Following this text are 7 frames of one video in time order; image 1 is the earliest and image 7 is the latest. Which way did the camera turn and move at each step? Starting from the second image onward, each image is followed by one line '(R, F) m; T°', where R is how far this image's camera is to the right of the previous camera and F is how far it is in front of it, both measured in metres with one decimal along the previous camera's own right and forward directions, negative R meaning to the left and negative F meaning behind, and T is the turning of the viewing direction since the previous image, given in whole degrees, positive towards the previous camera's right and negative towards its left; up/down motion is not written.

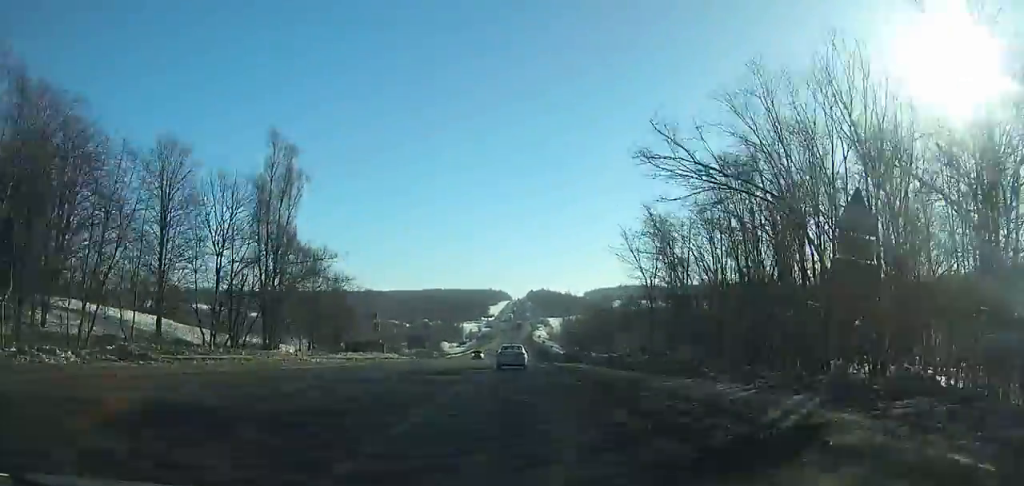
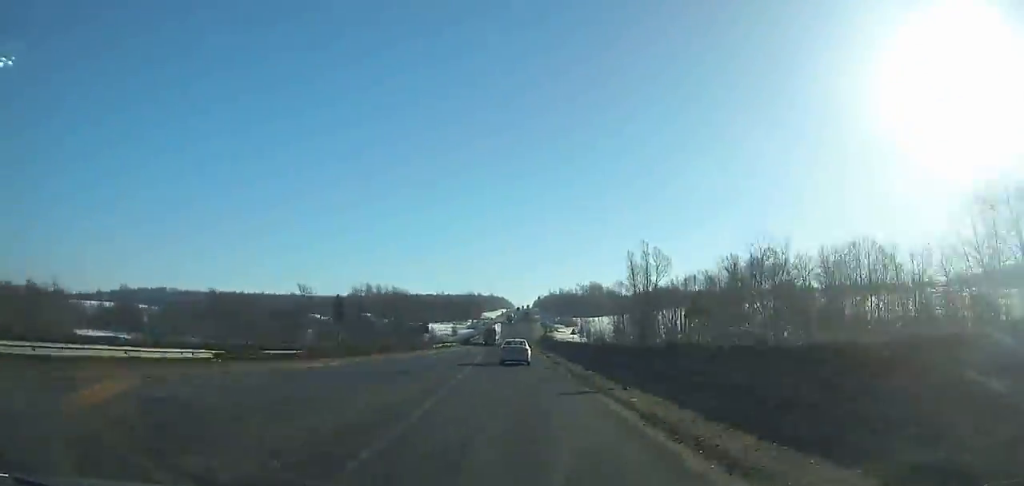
(-0.1, +129.5) m; 0°
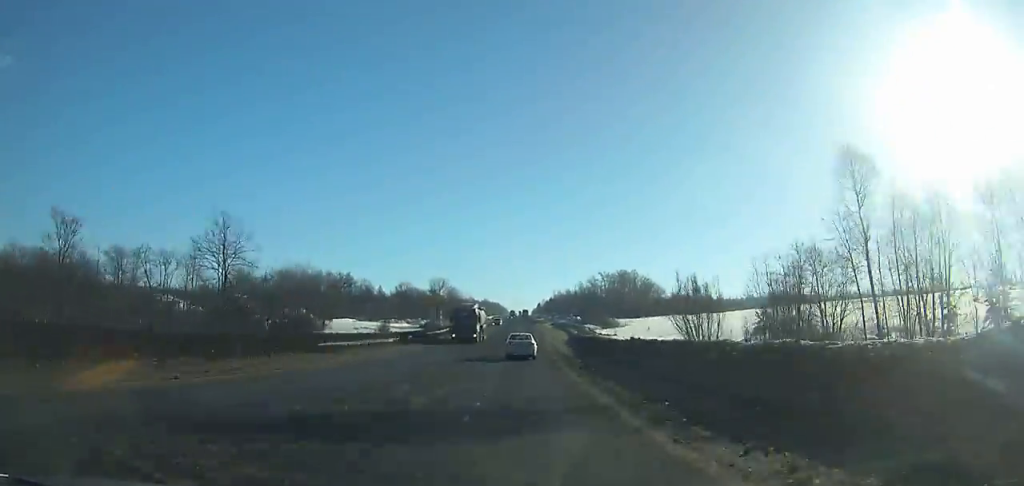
(+0.2, +87.9) m; 0°
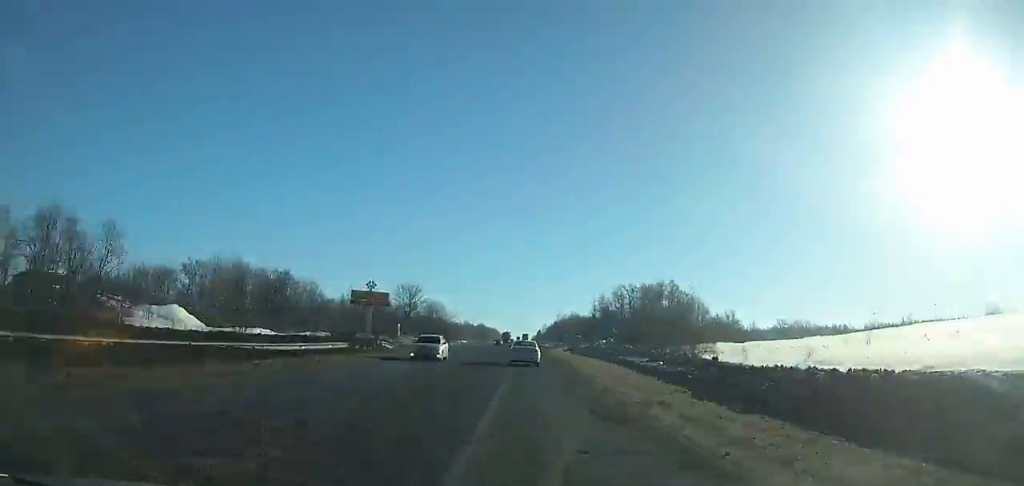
(+0.1, +48.0) m; 0°
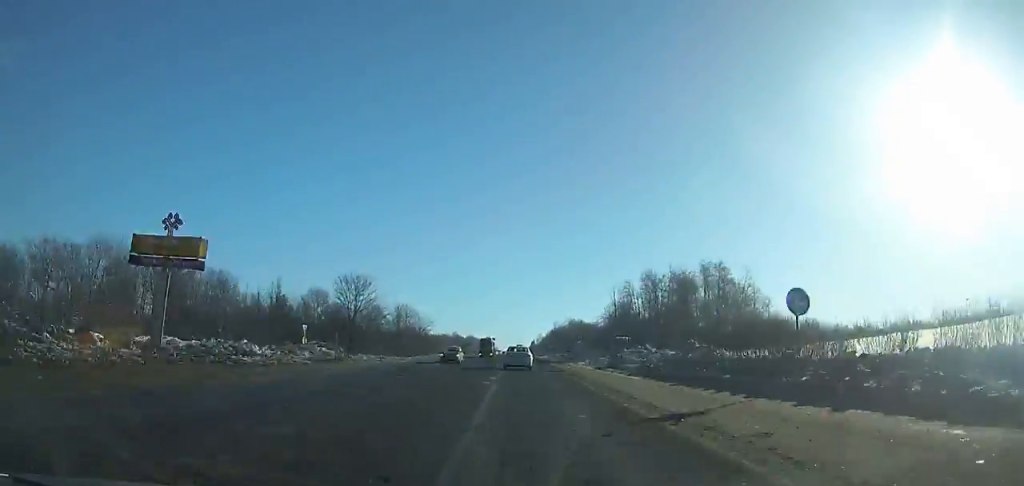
(+0.2, +40.3) m; 0°
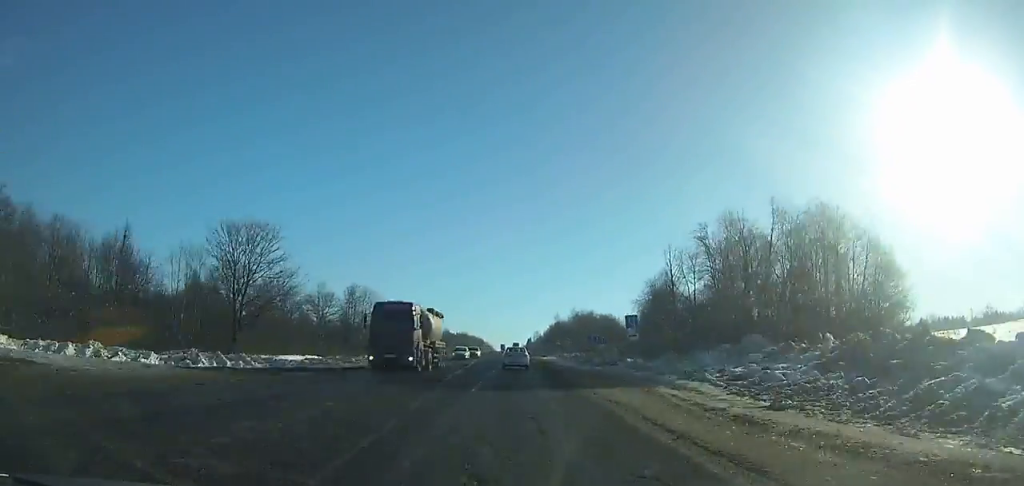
(+0.1, +40.1) m; 0°
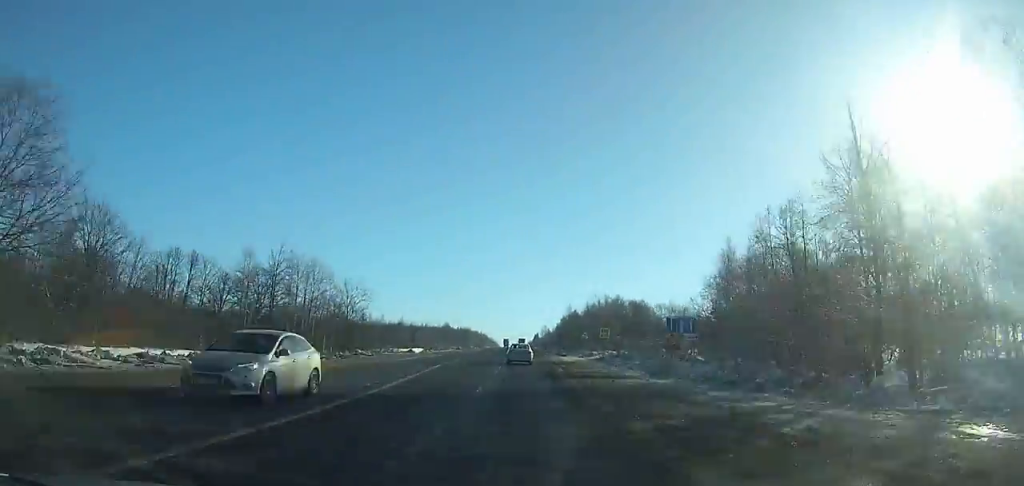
(+0.1, +35.2) m; 0°
